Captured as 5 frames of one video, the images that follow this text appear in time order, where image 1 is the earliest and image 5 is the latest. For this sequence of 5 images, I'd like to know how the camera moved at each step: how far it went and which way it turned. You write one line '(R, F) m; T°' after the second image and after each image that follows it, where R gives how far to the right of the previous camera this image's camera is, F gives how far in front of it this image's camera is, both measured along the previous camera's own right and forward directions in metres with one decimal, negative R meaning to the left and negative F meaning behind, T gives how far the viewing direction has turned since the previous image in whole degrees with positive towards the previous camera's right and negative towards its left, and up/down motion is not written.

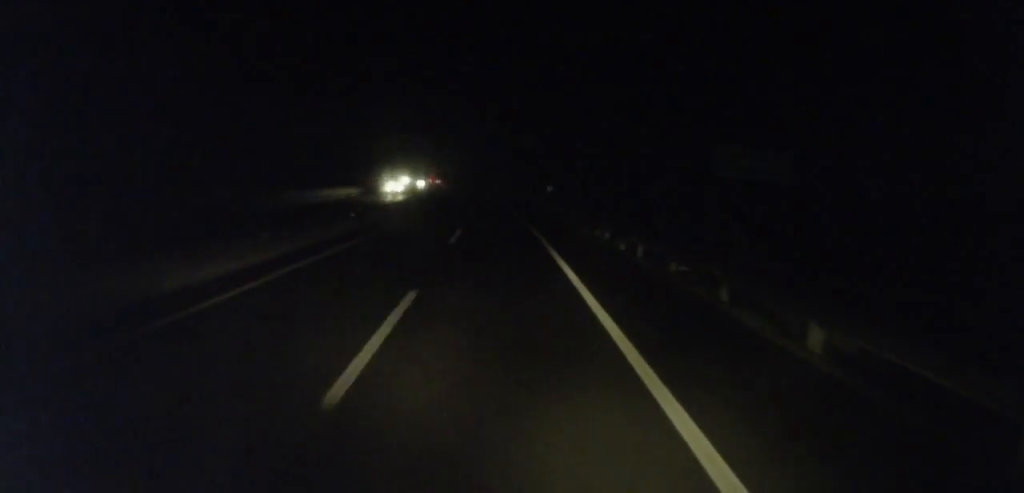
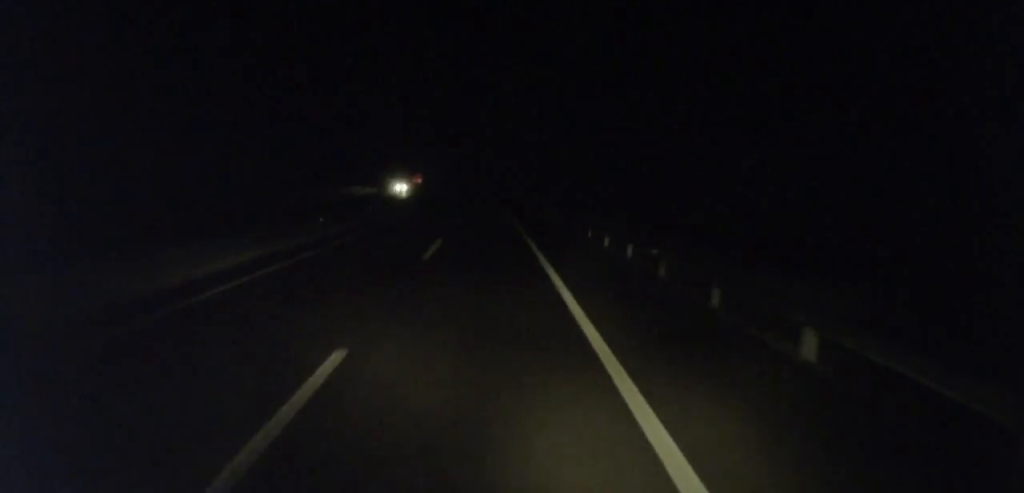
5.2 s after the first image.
(-3.3, +125.1) m; -4°
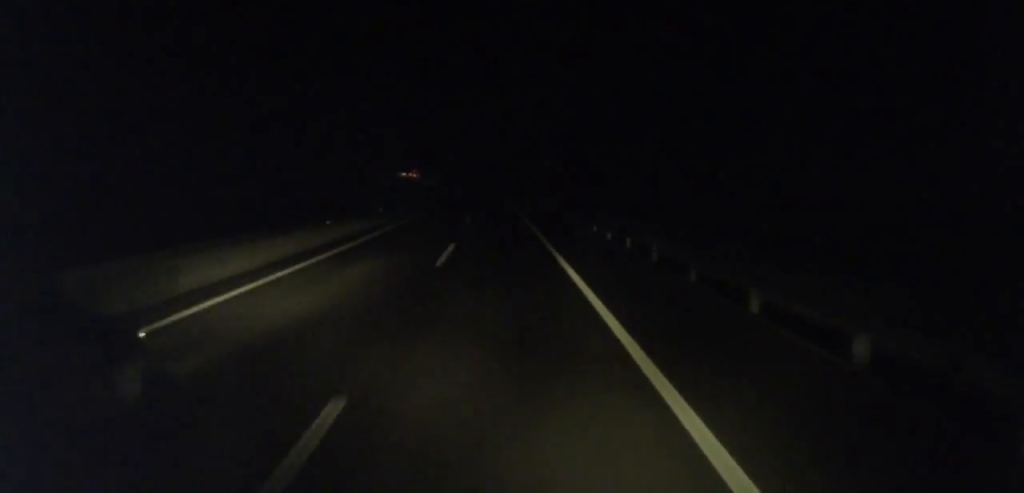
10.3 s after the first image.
(-6.4, +123.4) m; -4°
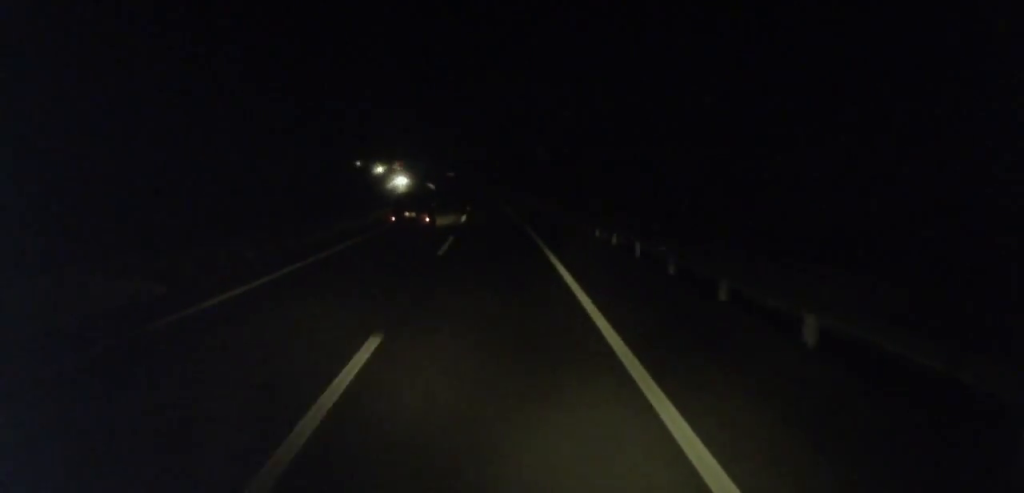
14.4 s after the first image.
(-2.1, +100.4) m; -3°
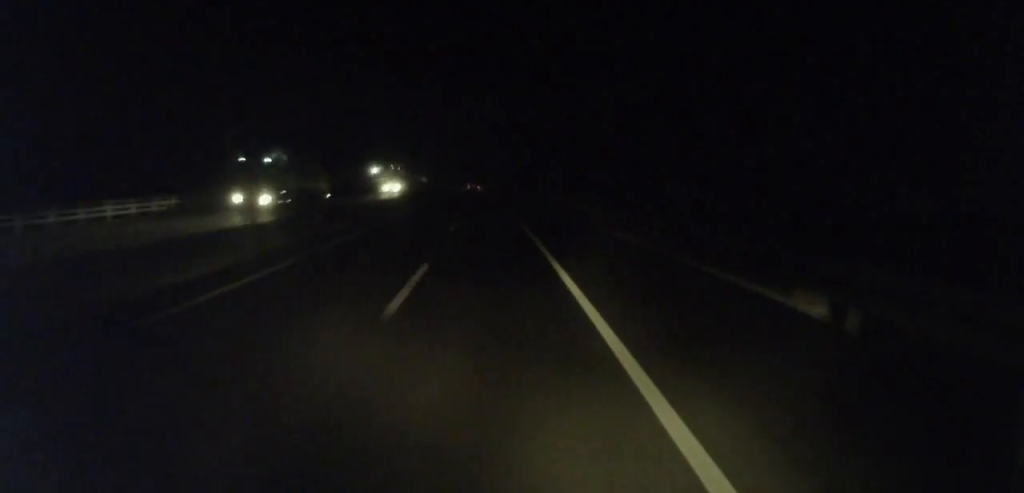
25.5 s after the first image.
(-27.6, +255.9) m; -14°
